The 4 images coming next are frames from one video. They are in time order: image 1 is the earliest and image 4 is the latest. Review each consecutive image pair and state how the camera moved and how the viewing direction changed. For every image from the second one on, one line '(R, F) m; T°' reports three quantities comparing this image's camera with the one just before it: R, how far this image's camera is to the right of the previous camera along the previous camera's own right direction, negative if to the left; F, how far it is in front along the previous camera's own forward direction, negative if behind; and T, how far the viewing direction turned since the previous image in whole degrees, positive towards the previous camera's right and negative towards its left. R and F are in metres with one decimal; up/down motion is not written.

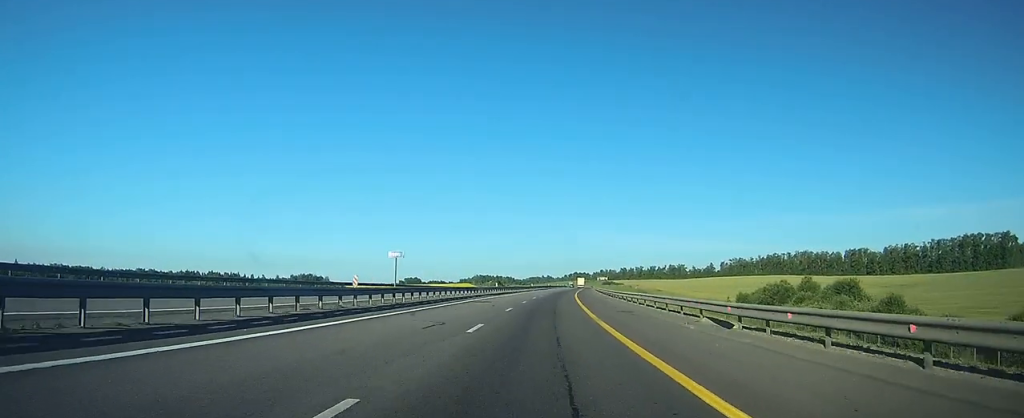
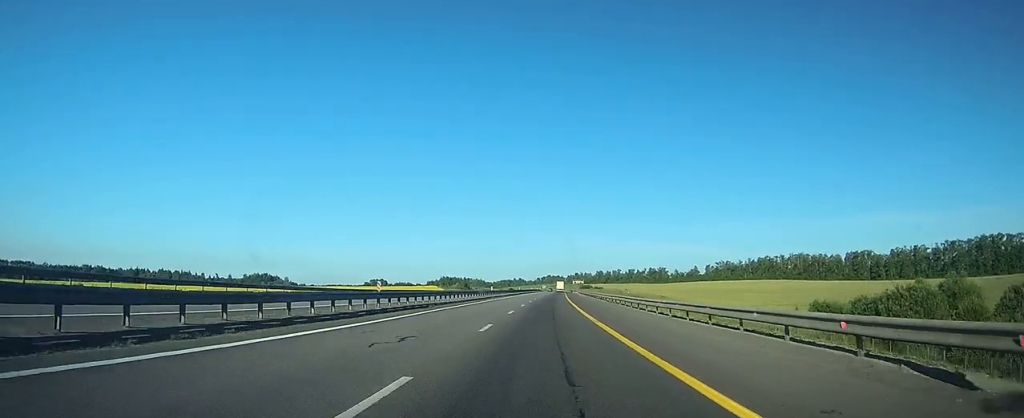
(+0.9, +46.9) m; +2°
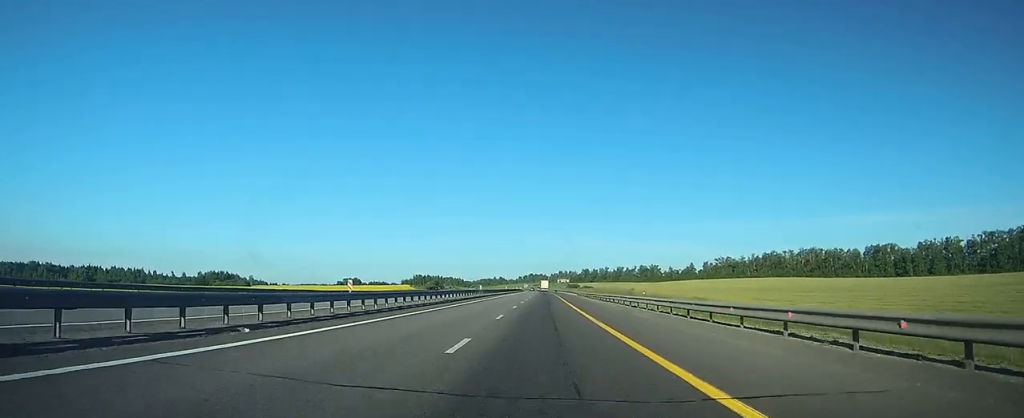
(+1.2, +54.1) m; +2°
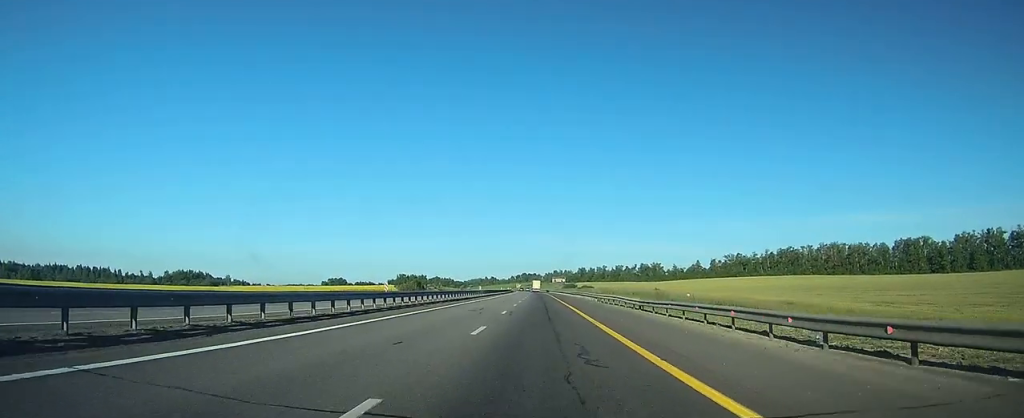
(+0.3, +43.7) m; +1°
